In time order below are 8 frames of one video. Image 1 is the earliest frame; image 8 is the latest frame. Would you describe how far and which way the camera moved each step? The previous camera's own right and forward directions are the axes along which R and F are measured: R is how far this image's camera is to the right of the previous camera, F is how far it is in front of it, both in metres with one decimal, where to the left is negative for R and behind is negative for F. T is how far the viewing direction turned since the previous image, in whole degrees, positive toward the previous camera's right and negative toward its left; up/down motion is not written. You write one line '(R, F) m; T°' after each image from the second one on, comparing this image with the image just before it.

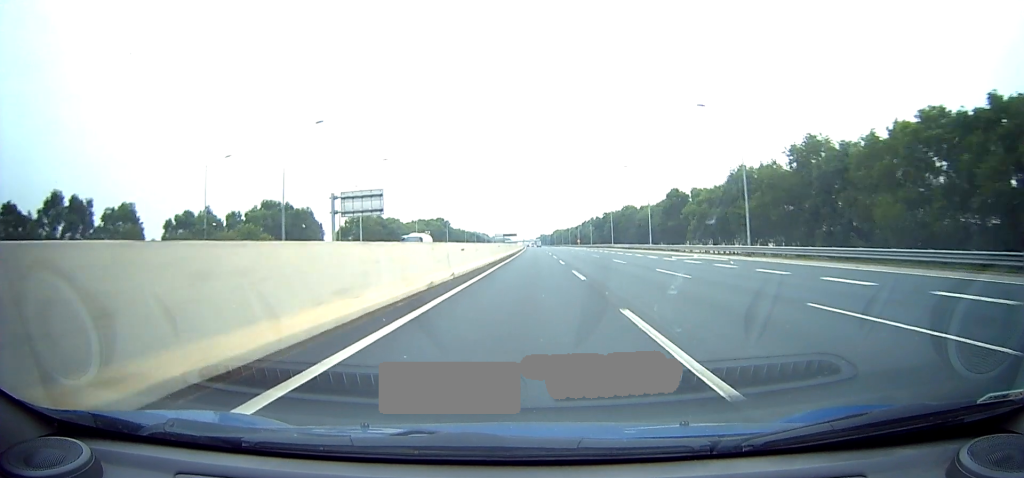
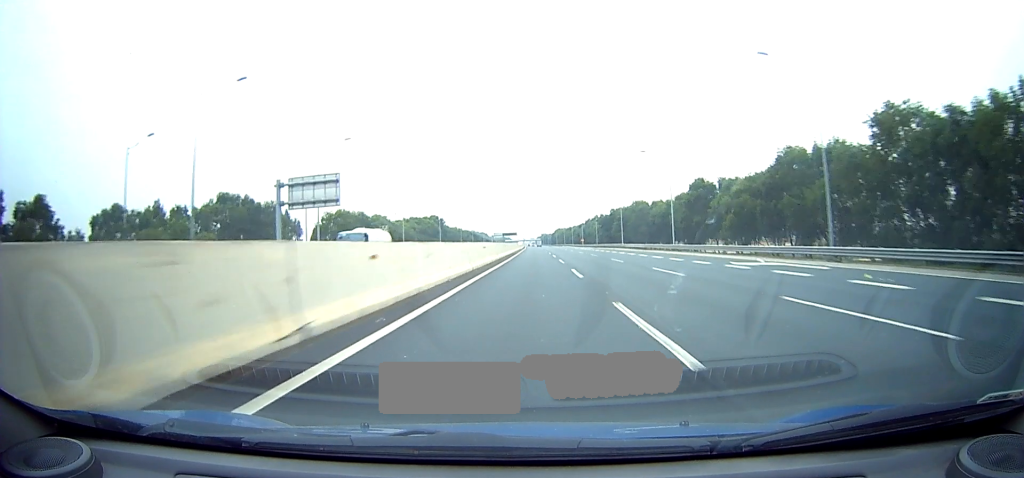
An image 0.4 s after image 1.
(-0.2, +15.3) m; 0°
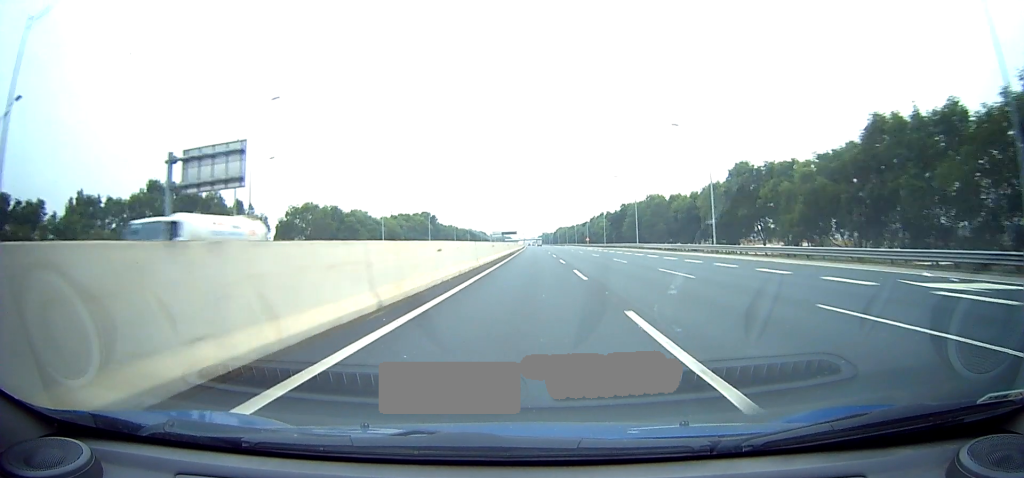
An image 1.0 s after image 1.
(-0.1, +17.9) m; -1°
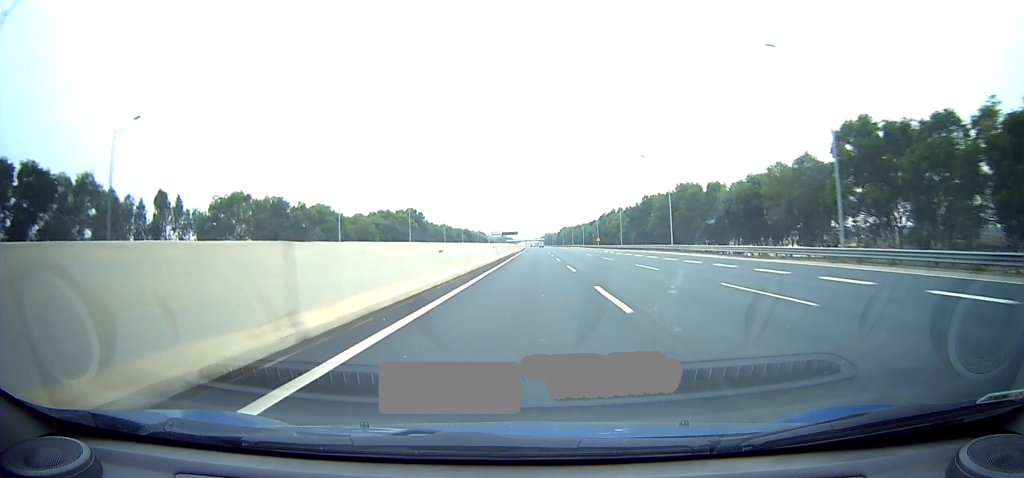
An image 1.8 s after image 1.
(-0.2, +27.5) m; -1°
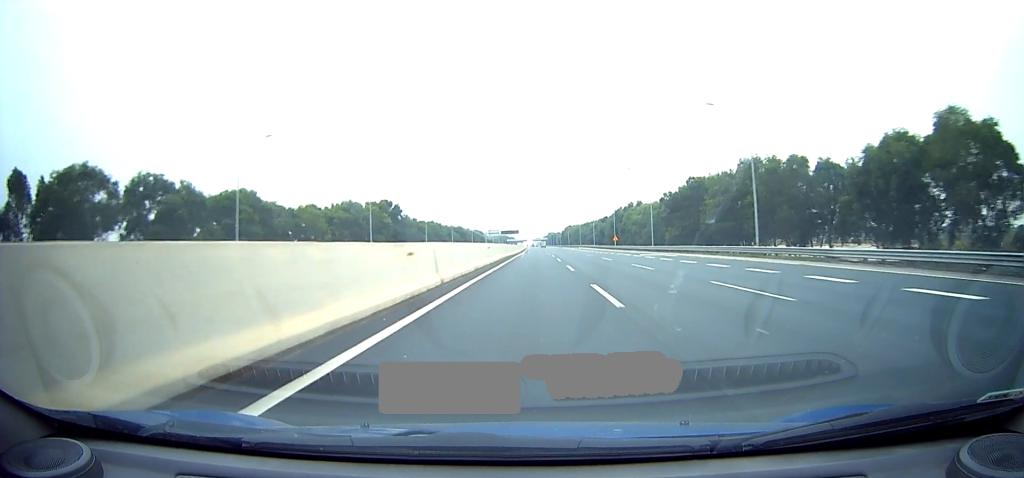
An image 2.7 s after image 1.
(-0.2, +30.4) m; 0°
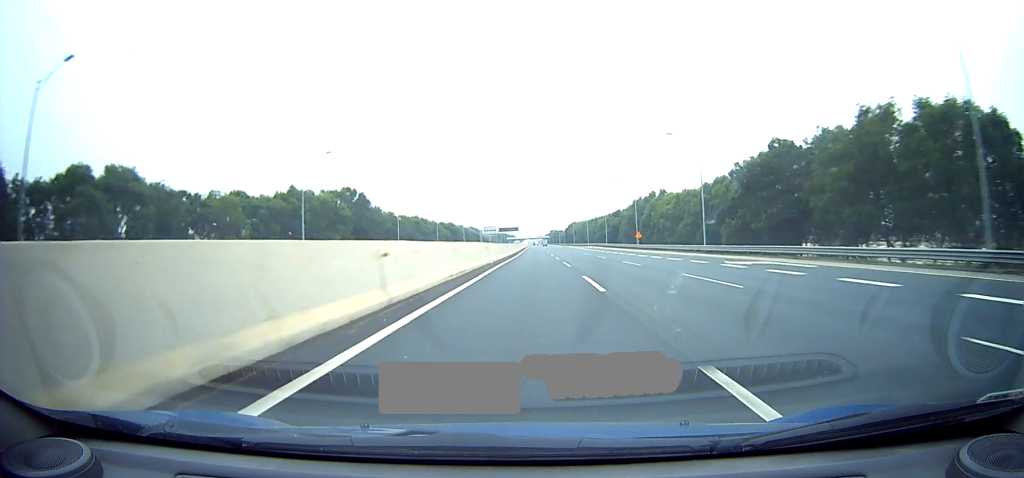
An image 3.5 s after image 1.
(-0.1, +26.6) m; 0°
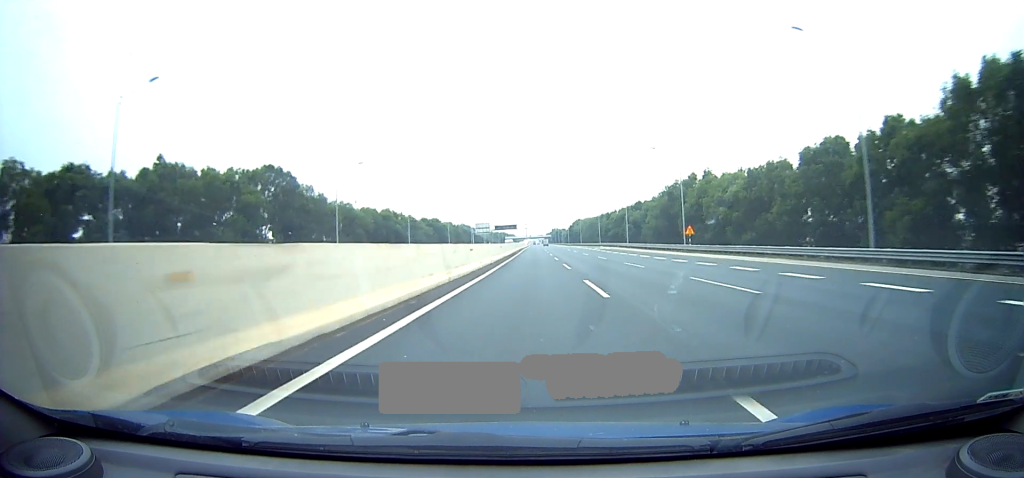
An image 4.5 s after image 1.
(-0.1, +30.1) m; 0°
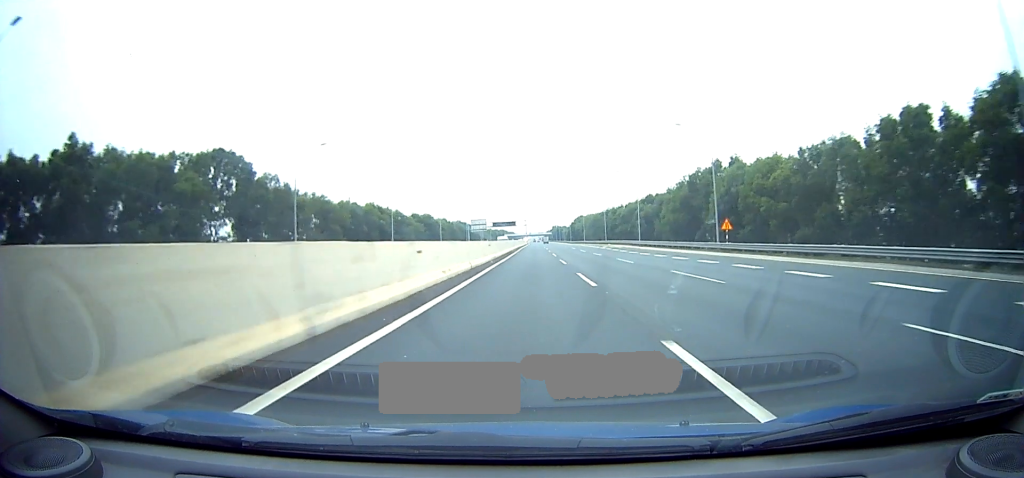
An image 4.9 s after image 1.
(0.0, +11.7) m; 0°
